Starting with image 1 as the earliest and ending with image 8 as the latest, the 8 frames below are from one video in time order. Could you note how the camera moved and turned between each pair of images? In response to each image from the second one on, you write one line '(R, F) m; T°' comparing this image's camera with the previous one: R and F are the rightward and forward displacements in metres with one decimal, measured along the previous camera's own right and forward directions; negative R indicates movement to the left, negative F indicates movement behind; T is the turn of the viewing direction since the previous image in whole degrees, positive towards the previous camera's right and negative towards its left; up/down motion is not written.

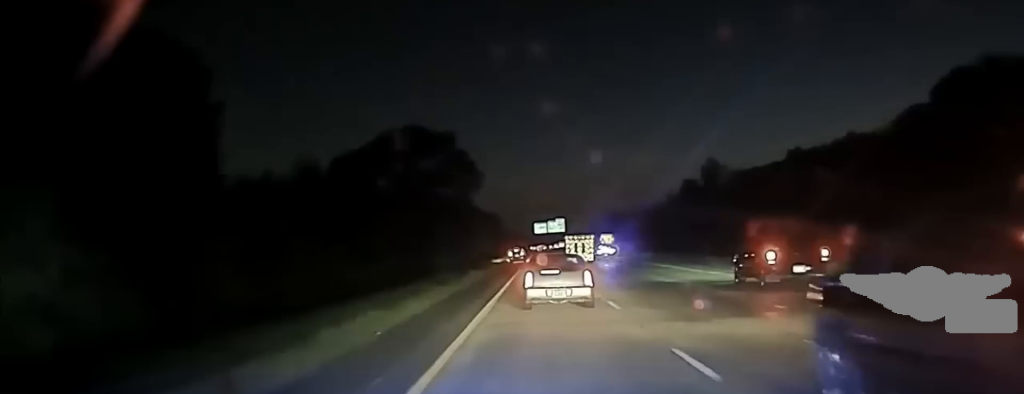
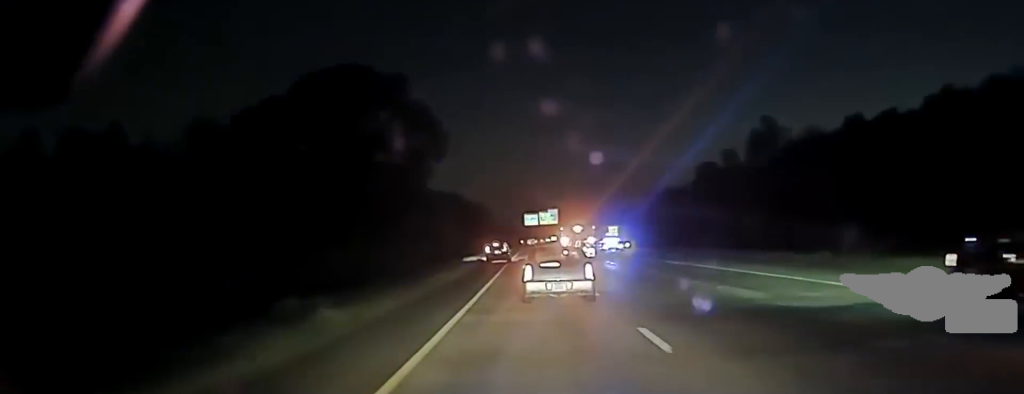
(-0.1, +34.5) m; 0°
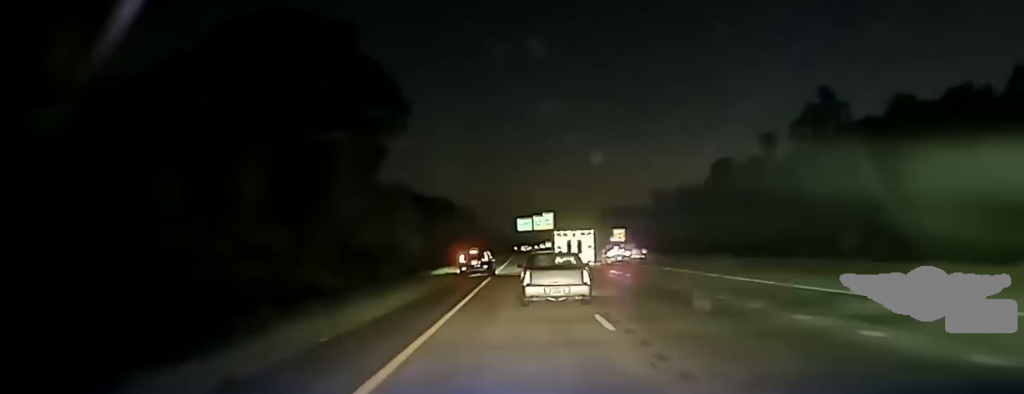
(+0.1, +20.4) m; +1°
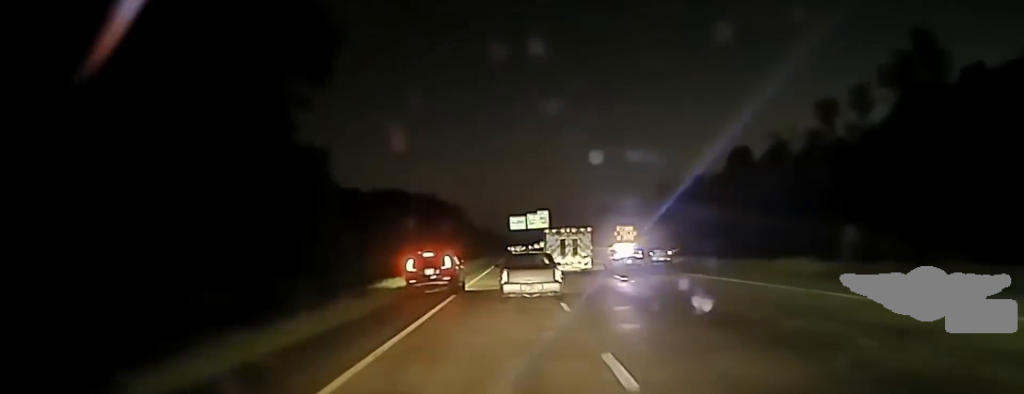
(+0.2, +19.8) m; 0°
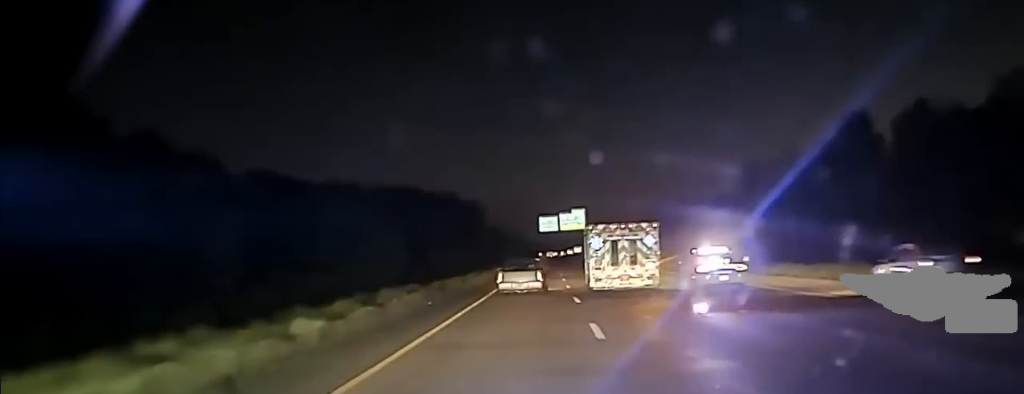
(-0.5, +43.0) m; 0°
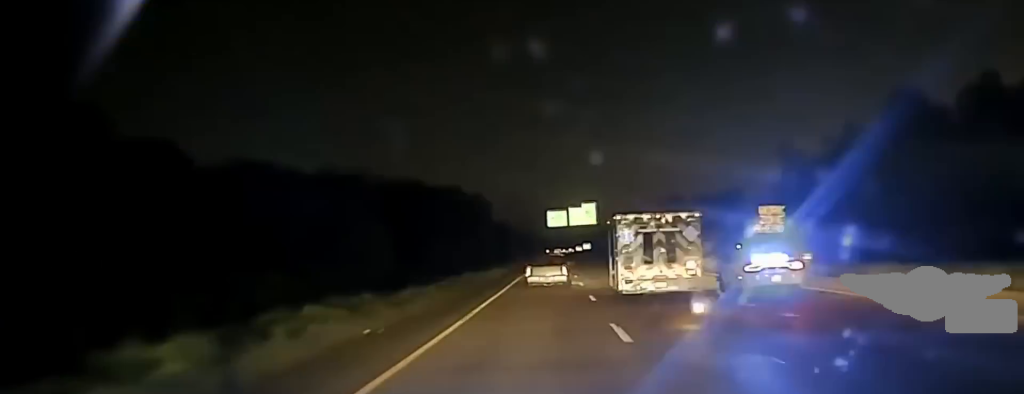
(+0.1, +14.1) m; -1°
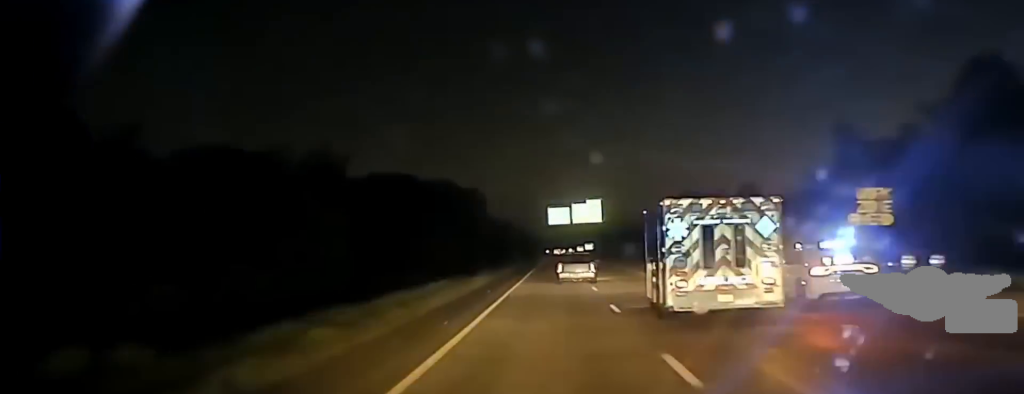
(-0.2, +17.6) m; 0°
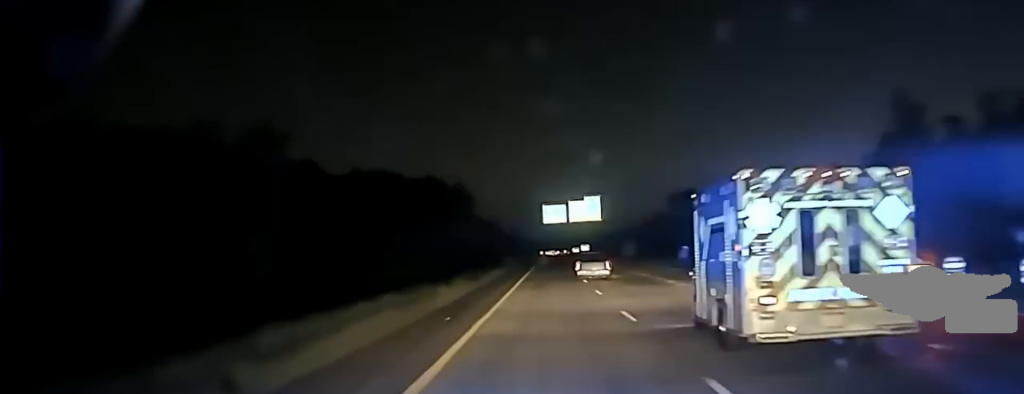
(-0.3, +14.7) m; 0°
